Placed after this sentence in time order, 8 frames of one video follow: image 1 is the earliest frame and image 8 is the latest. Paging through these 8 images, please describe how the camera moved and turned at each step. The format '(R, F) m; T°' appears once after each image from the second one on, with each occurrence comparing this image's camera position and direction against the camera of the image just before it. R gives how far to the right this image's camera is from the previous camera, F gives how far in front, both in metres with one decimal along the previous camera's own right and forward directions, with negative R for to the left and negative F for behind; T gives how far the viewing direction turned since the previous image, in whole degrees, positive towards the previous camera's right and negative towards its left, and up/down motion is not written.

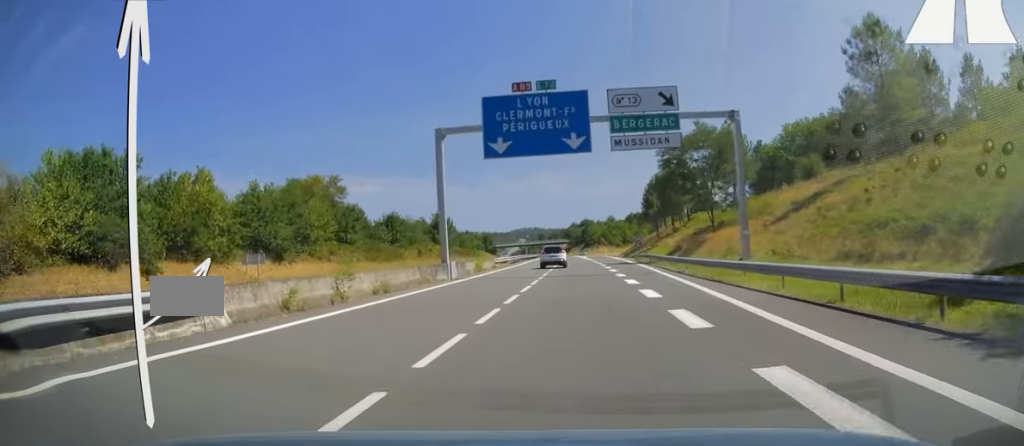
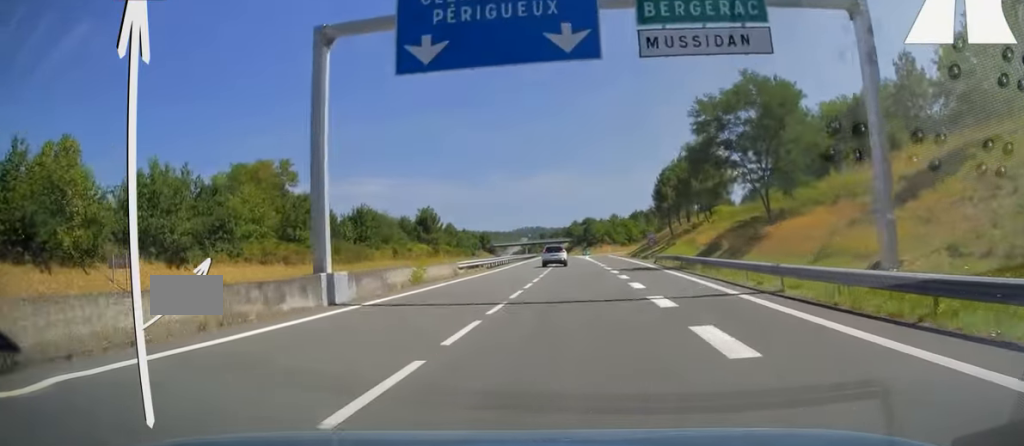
(-0.2, +15.8) m; 0°
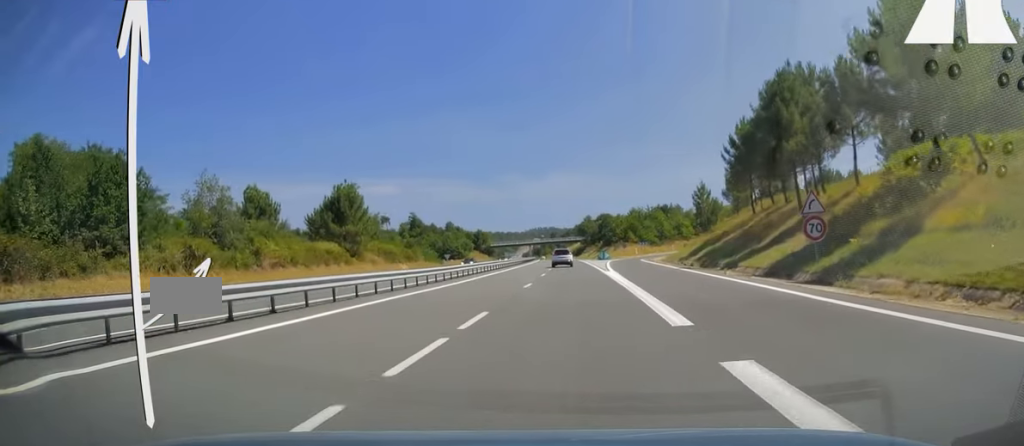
(-0.2, +54.9) m; -1°
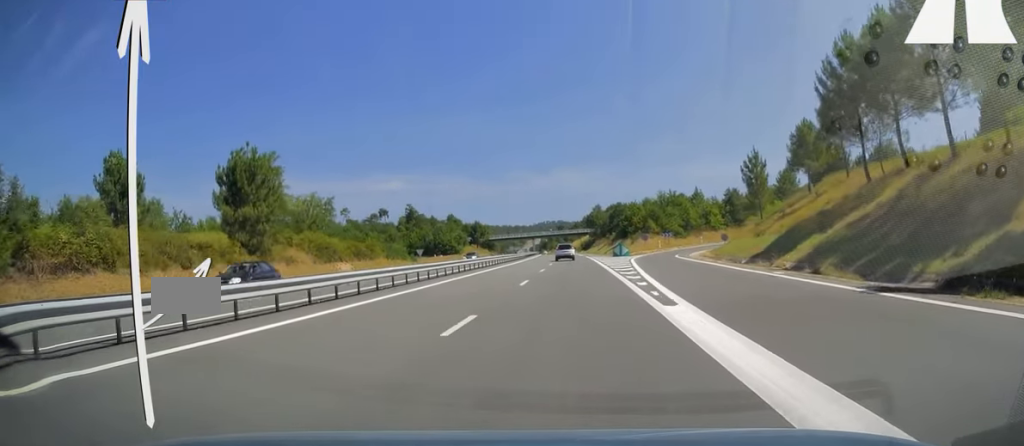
(-0.4, +27.8) m; -1°
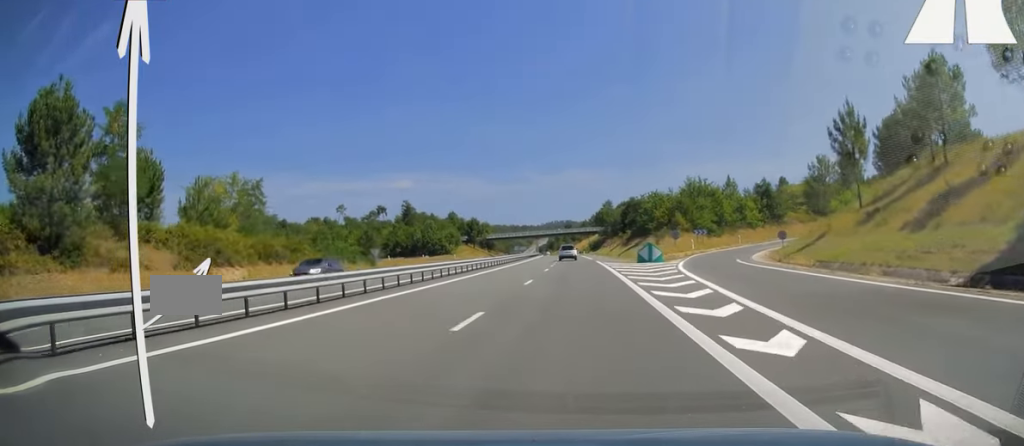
(0.0, +25.7) m; 0°
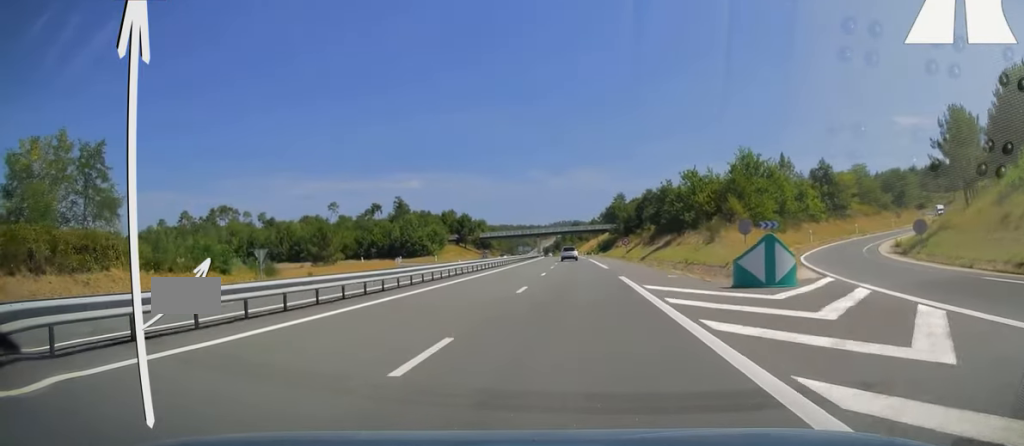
(-0.1, +30.2) m; -1°
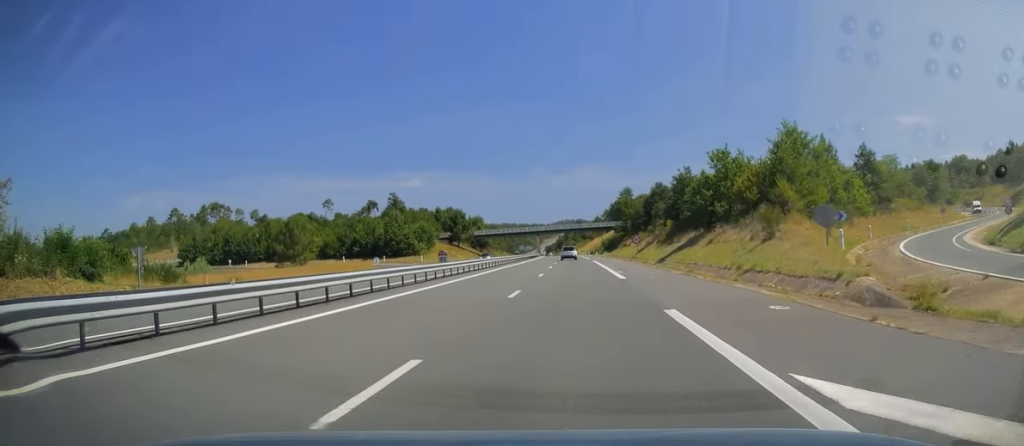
(-0.1, +15.4) m; -1°
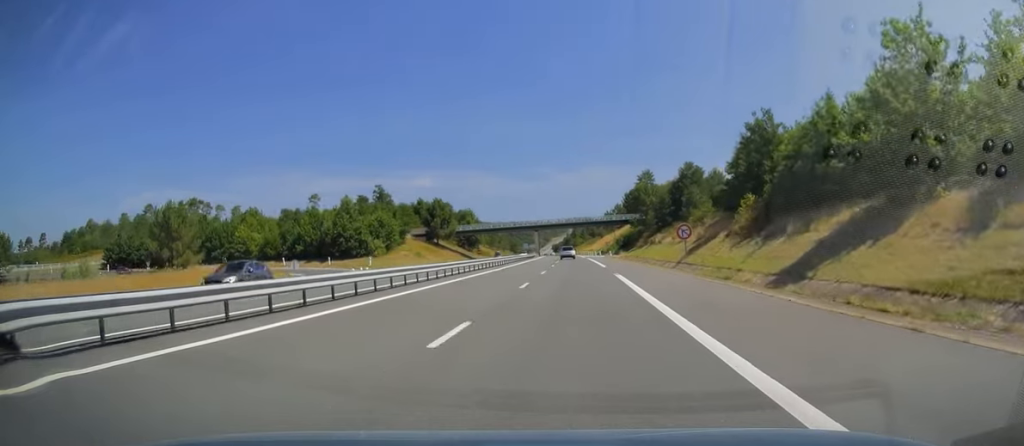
(-0.4, +35.7) m; -1°
